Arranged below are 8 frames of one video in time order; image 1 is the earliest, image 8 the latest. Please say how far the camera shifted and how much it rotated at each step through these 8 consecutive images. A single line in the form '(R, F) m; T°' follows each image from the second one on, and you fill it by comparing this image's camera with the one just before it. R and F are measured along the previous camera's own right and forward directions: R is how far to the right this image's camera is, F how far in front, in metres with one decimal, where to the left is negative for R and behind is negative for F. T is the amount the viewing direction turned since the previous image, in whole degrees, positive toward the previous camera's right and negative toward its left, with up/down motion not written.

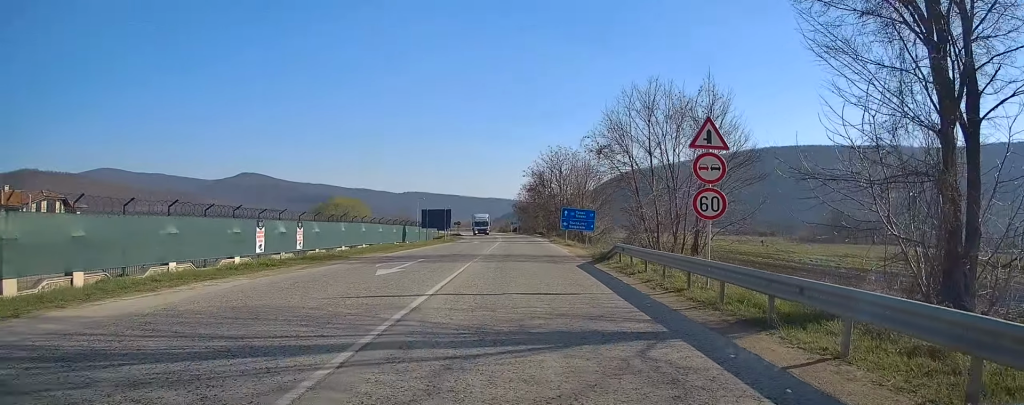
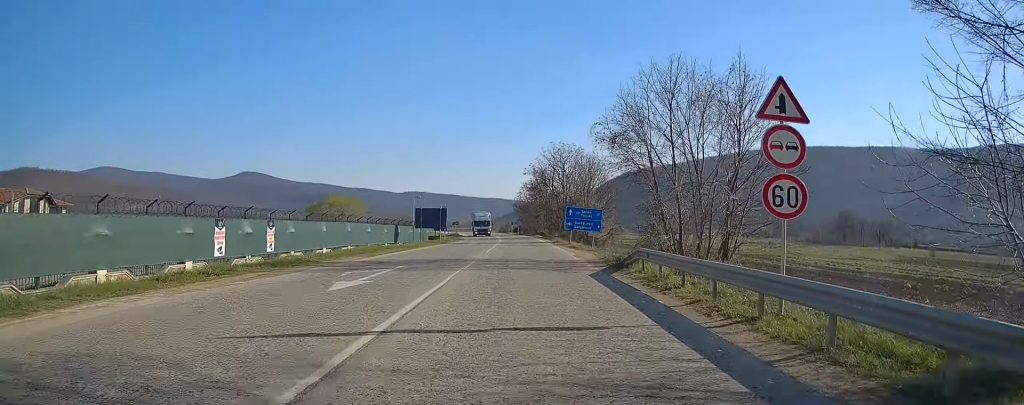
(-0.1, +3.5) m; 0°
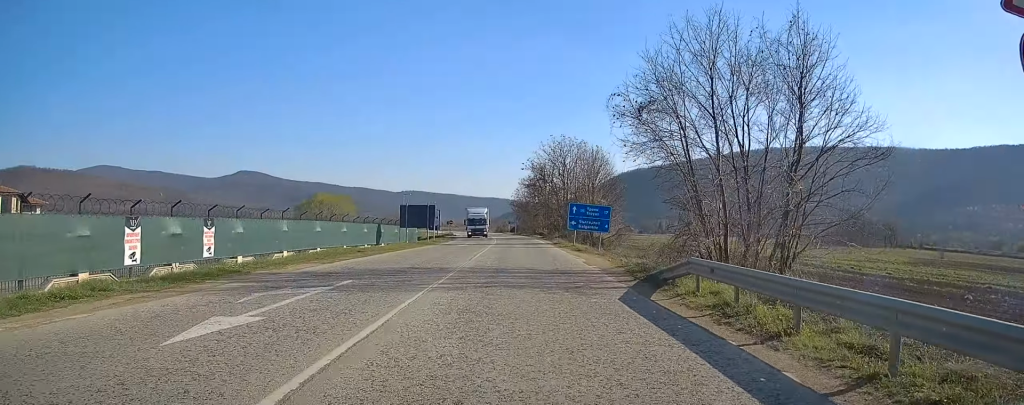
(-0.1, +4.6) m; 0°
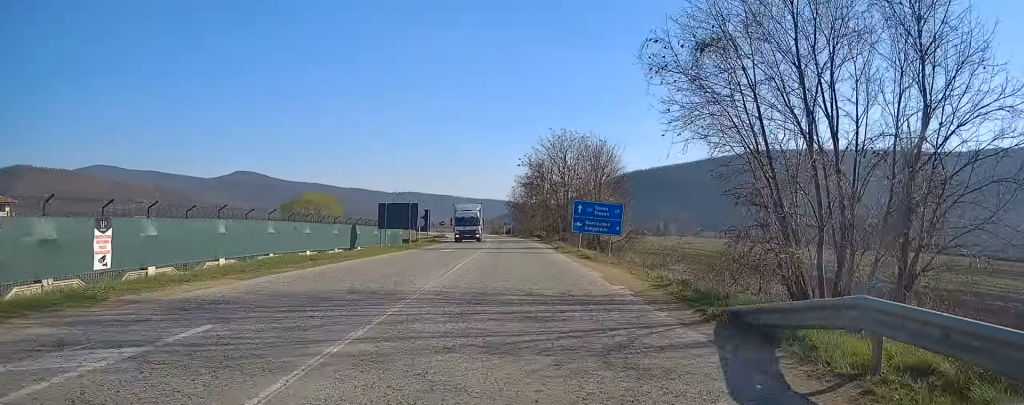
(+0.1, +5.5) m; 0°
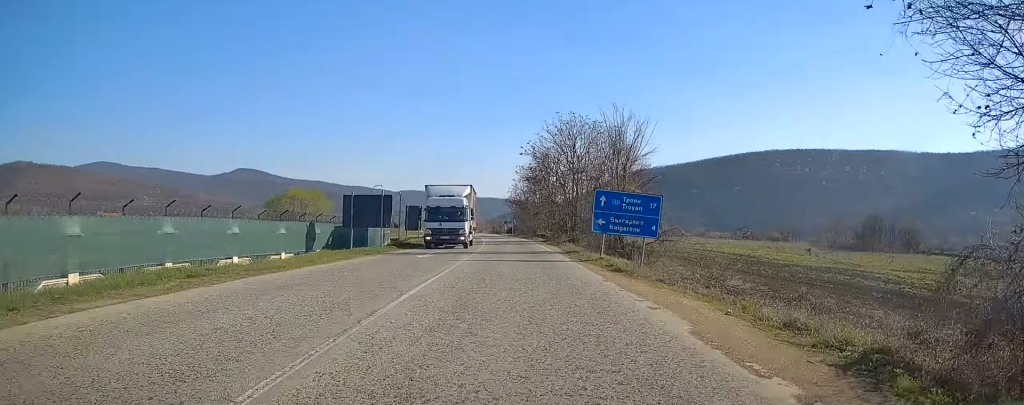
(0.0, +7.7) m; 0°
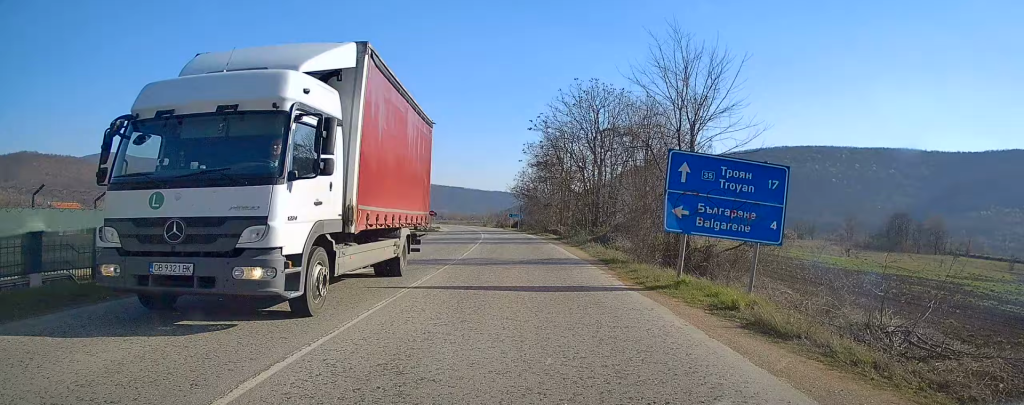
(0.0, +10.1) m; +1°
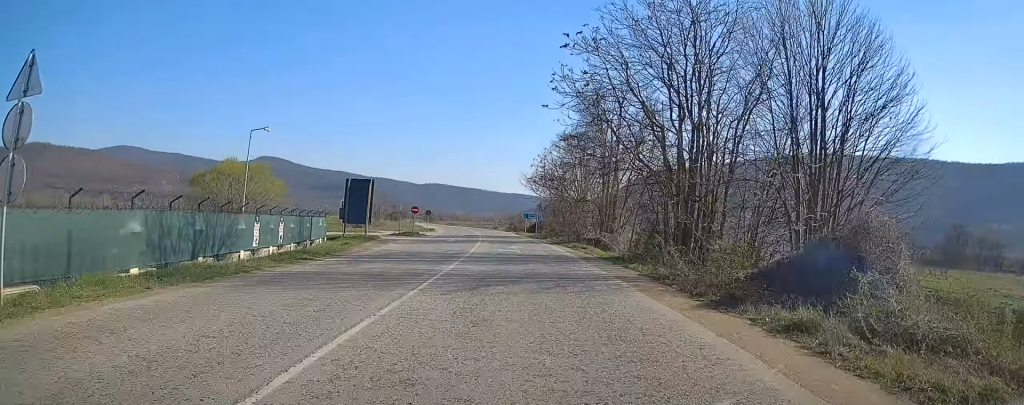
(-0.1, +20.9) m; -2°
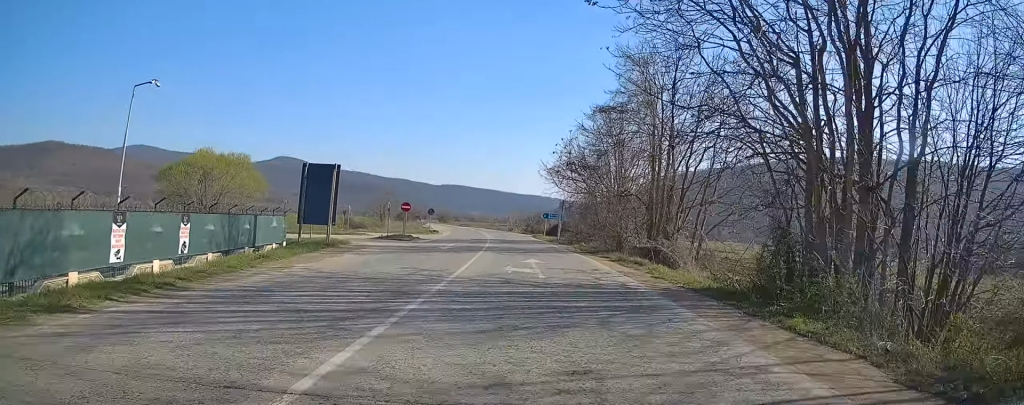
(-0.1, +10.7) m; -1°
